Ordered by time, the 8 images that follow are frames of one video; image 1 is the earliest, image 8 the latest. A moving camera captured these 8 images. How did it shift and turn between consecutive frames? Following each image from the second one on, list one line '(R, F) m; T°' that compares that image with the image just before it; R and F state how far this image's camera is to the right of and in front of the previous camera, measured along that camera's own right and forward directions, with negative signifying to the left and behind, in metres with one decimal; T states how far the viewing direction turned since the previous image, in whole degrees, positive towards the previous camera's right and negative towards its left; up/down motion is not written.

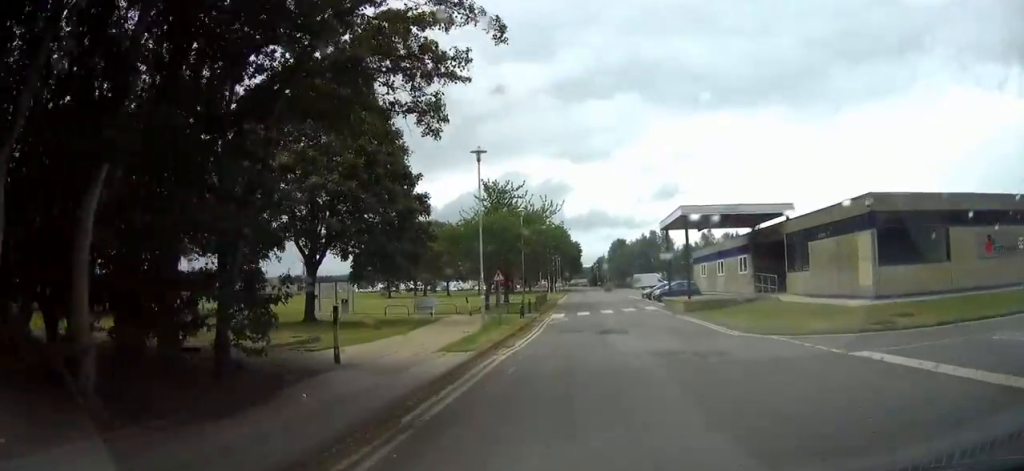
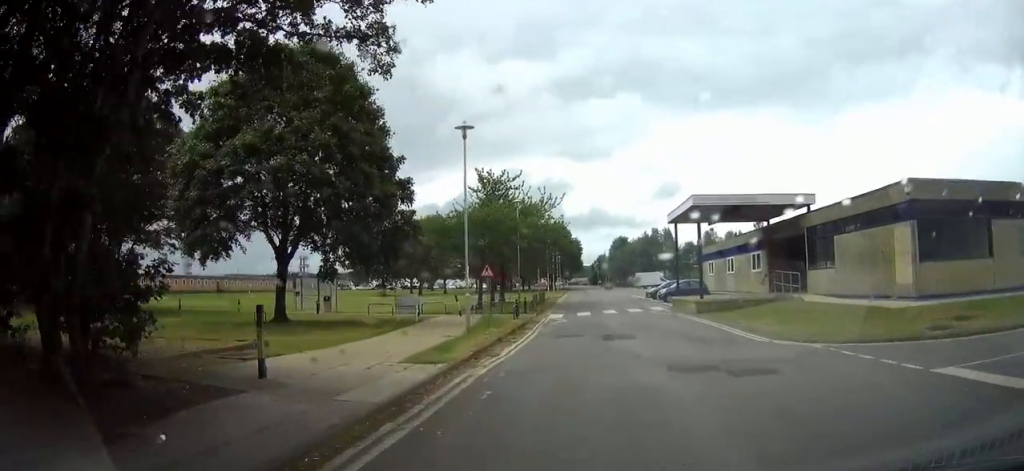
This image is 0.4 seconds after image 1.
(+0.2, +3.3) m; +2°
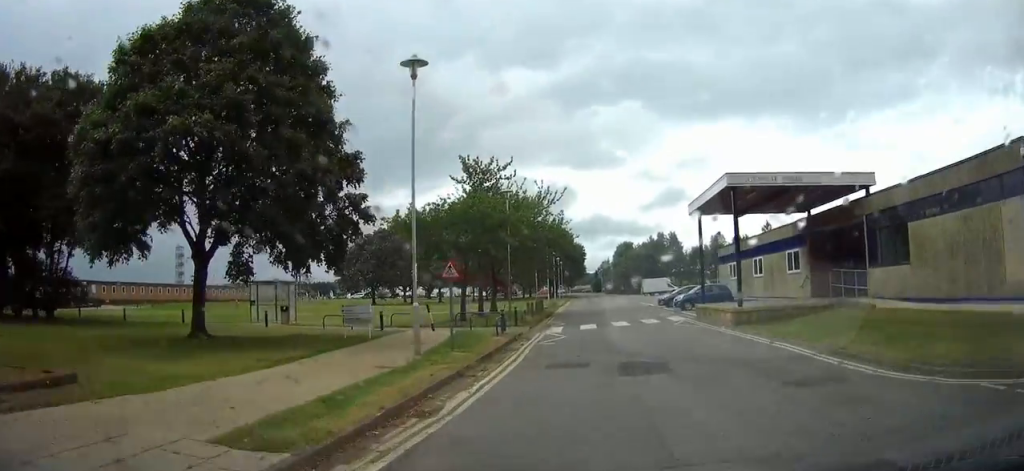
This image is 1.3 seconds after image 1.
(+0.4, +6.9) m; +2°
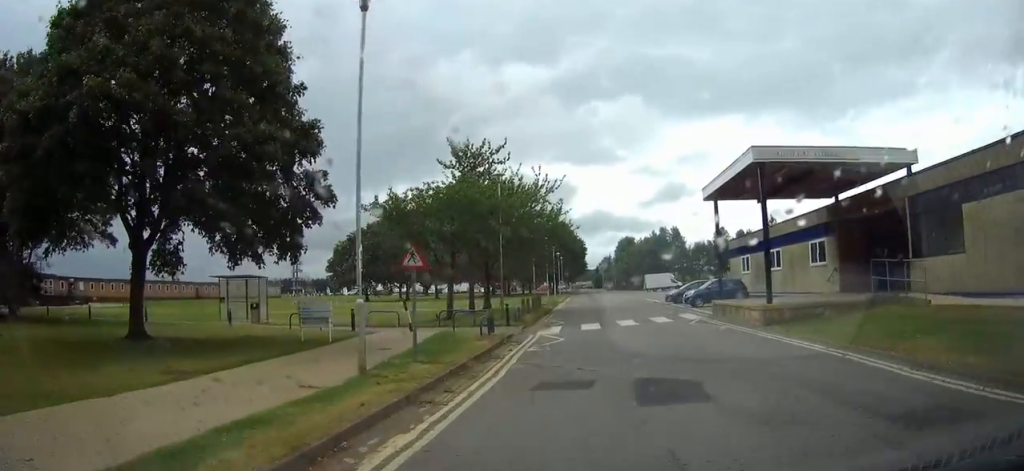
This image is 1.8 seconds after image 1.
(+0.1, +3.6) m; -2°
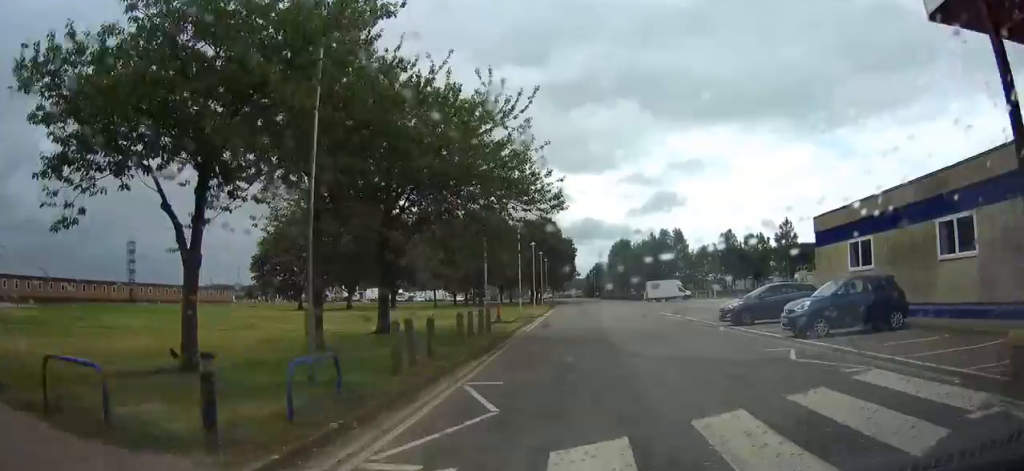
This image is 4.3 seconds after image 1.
(-1.5, +20.5) m; 0°
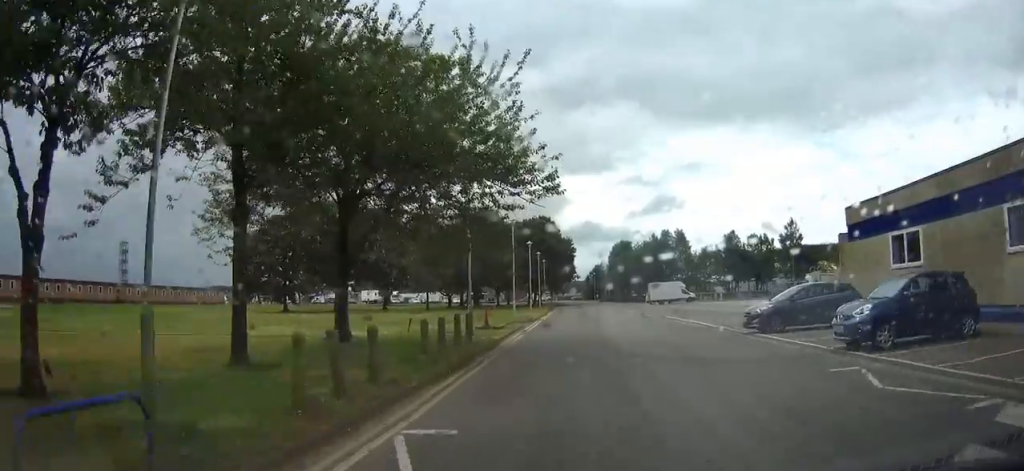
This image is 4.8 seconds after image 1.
(+0.2, +4.1) m; +4°
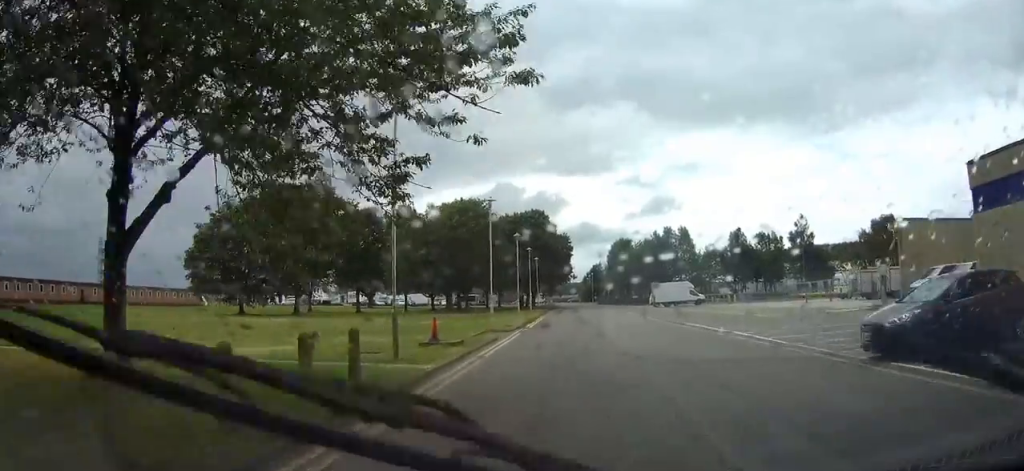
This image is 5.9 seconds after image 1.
(+0.8, +10.2) m; +6°
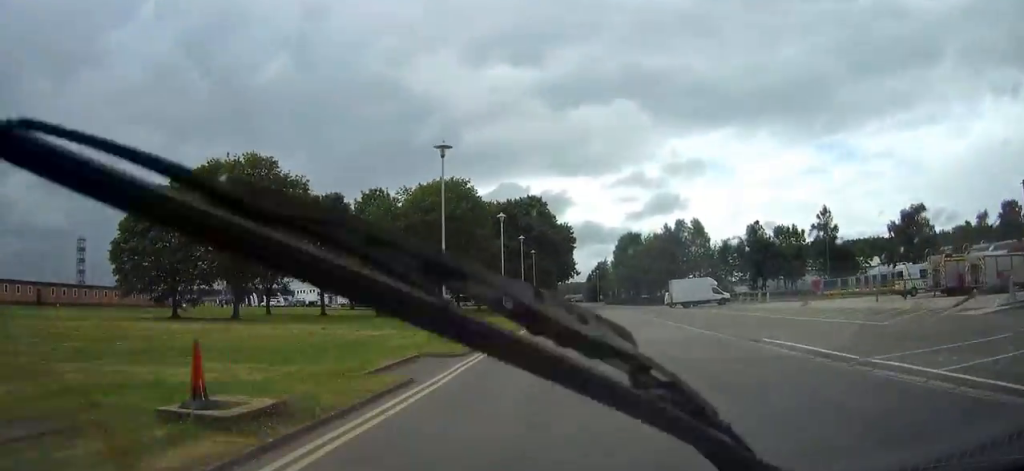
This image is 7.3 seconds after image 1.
(-0.1, +13.0) m; -7°
